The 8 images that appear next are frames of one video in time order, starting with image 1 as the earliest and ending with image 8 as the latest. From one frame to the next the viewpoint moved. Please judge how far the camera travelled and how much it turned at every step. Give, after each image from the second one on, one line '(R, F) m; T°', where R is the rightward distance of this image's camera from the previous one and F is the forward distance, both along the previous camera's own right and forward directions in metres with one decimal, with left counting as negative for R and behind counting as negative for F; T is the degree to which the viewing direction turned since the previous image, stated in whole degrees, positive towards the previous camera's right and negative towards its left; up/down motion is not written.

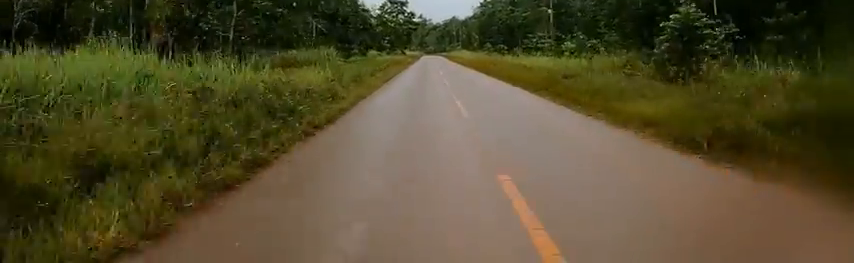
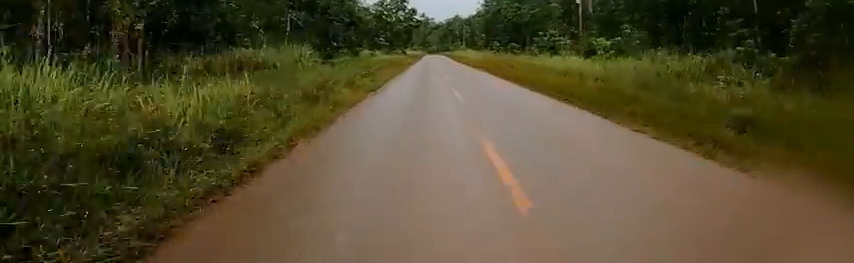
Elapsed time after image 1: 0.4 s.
(0.0, +6.5) m; 0°
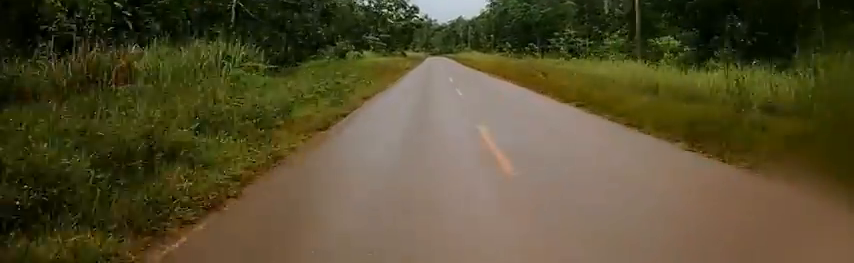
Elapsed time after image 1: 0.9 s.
(0.0, +7.1) m; 0°
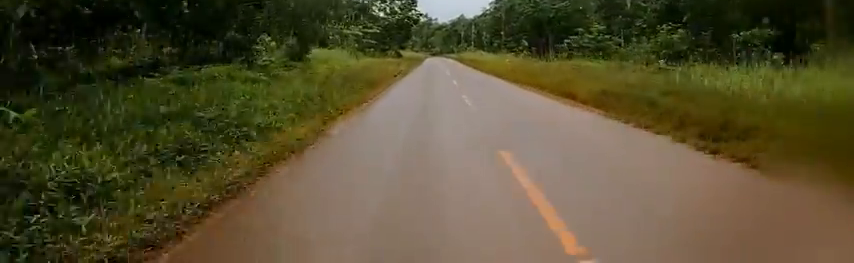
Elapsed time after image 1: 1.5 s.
(0.0, +9.6) m; 0°
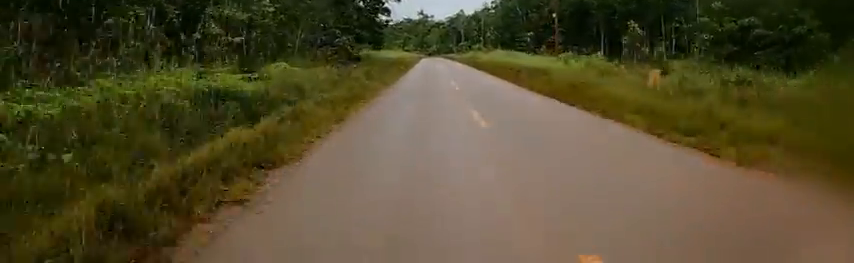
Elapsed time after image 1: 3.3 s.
(0.0, +26.9) m; -4°
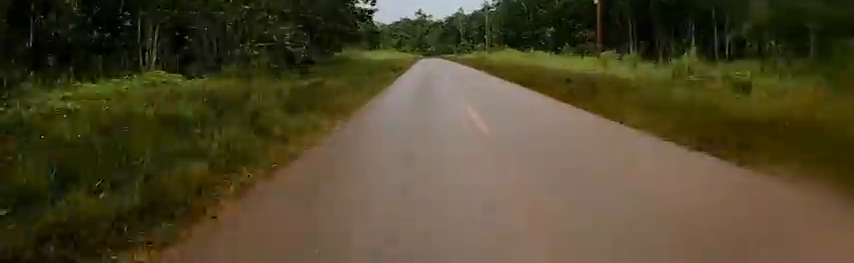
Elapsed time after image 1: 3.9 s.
(-0.5, +8.6) m; +1°
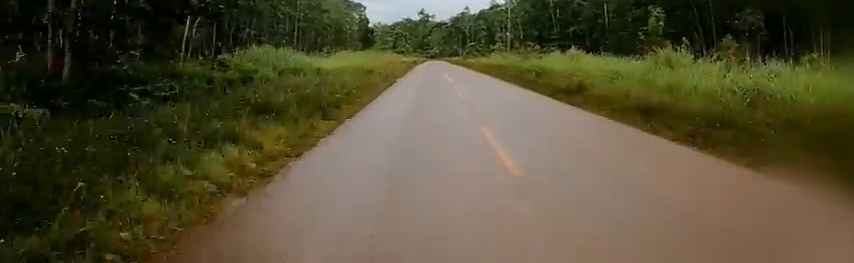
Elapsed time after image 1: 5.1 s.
(+0.8, +18.7) m; +7°
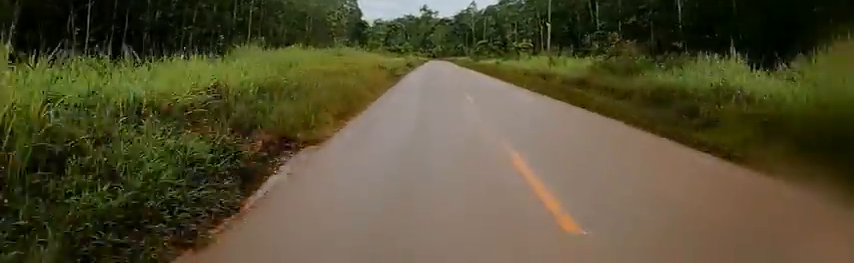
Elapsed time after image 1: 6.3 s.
(+0.8, +17.8) m; -4°
